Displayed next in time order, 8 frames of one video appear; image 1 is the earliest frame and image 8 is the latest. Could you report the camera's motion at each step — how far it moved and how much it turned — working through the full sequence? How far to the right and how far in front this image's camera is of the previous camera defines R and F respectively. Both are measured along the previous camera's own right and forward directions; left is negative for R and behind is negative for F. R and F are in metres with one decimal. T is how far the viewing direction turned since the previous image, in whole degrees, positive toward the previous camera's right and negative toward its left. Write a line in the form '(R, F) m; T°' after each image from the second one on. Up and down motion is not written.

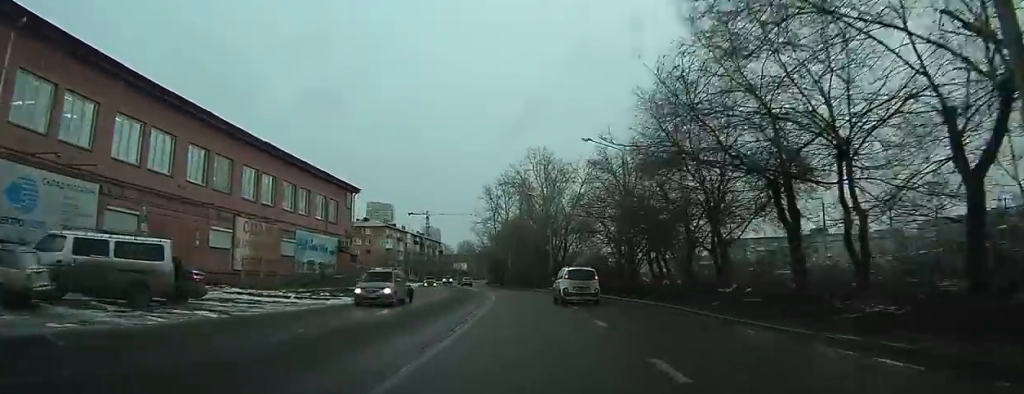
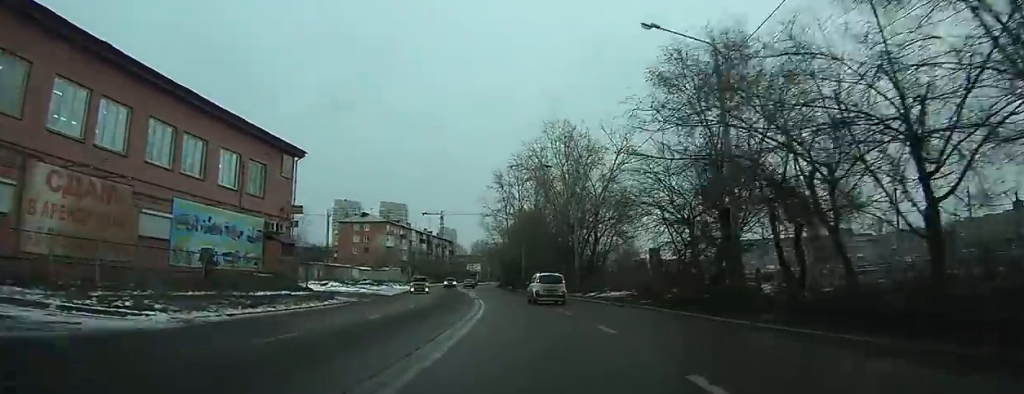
(-0.2, +17.4) m; -1°
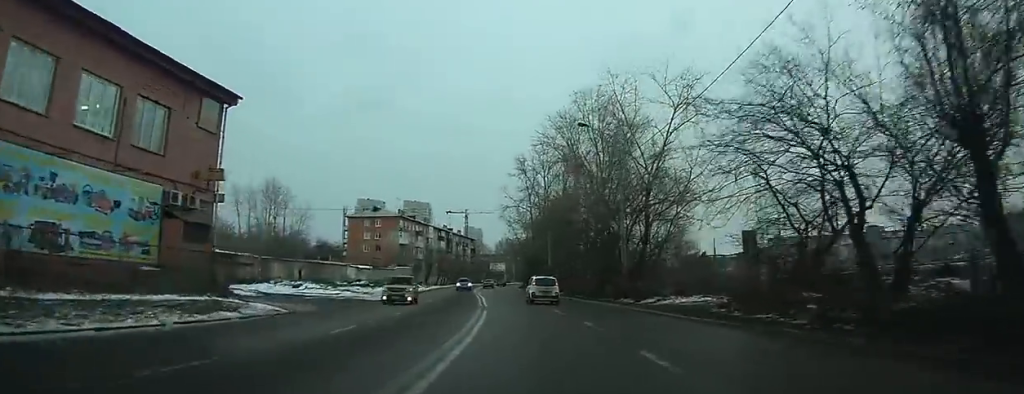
(-0.1, +12.8) m; -1°
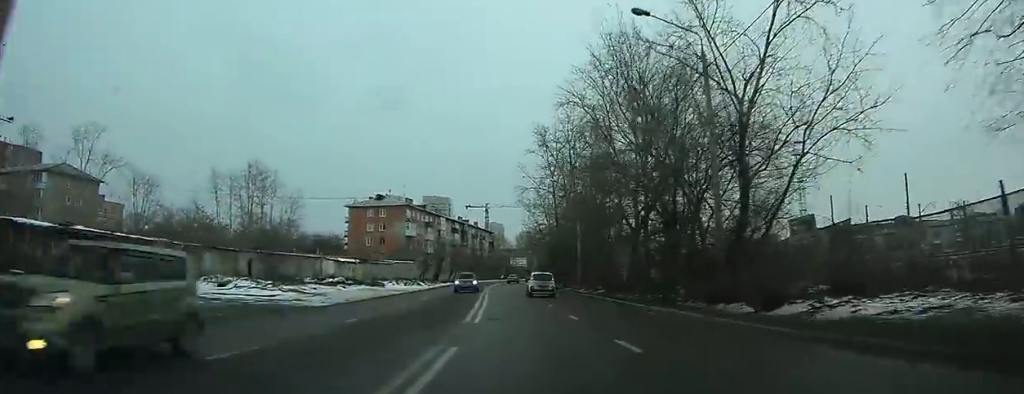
(-0.2, +14.5) m; -1°
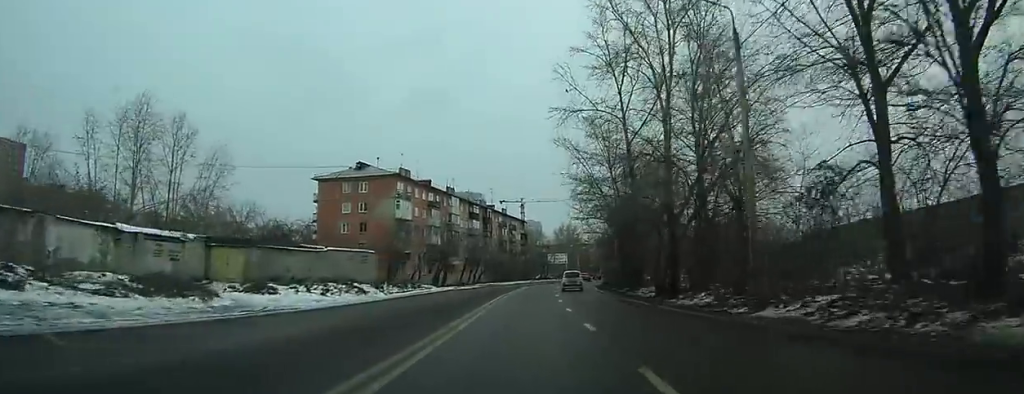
(-0.8, +35.7) m; -3°
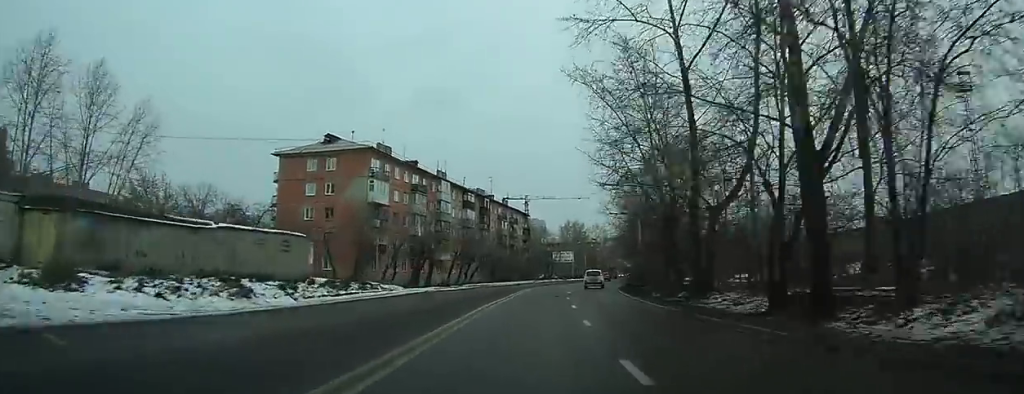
(-0.1, +14.9) m; -1°
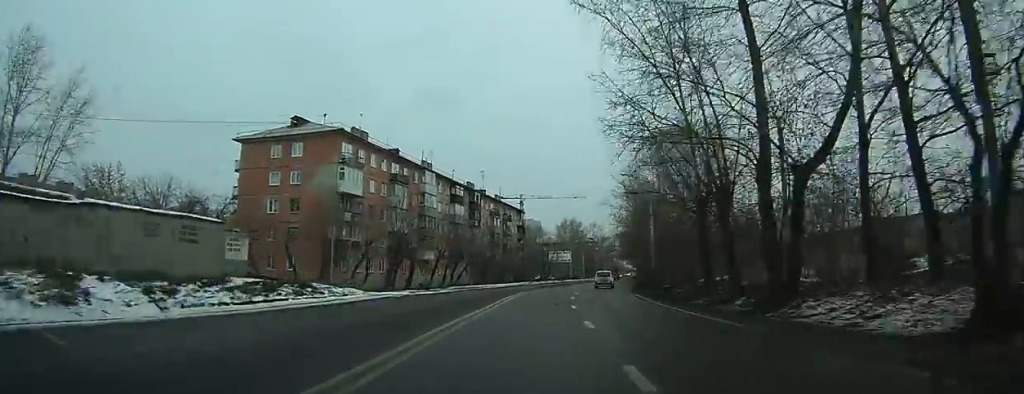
(0.0, +8.6) m; 0°
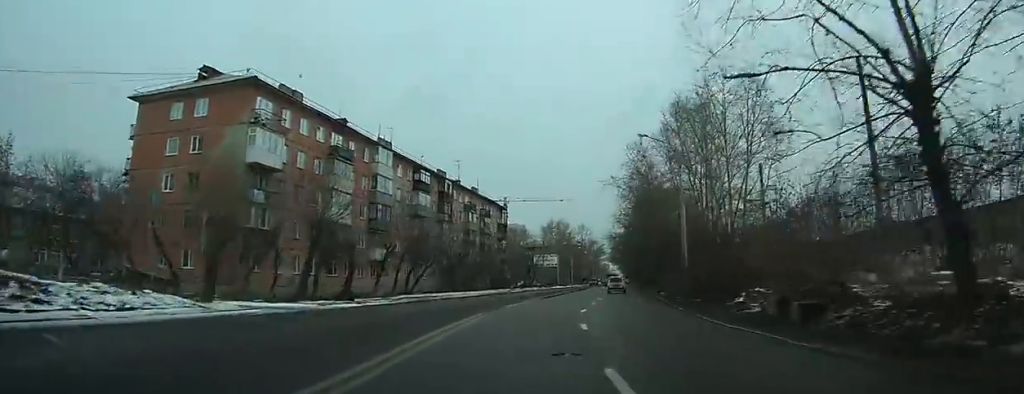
(0.0, +16.0) m; 0°
